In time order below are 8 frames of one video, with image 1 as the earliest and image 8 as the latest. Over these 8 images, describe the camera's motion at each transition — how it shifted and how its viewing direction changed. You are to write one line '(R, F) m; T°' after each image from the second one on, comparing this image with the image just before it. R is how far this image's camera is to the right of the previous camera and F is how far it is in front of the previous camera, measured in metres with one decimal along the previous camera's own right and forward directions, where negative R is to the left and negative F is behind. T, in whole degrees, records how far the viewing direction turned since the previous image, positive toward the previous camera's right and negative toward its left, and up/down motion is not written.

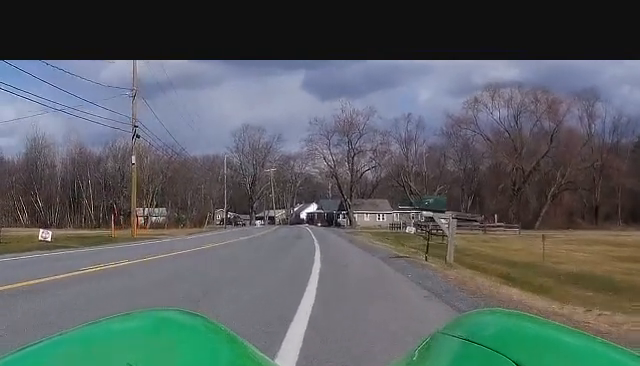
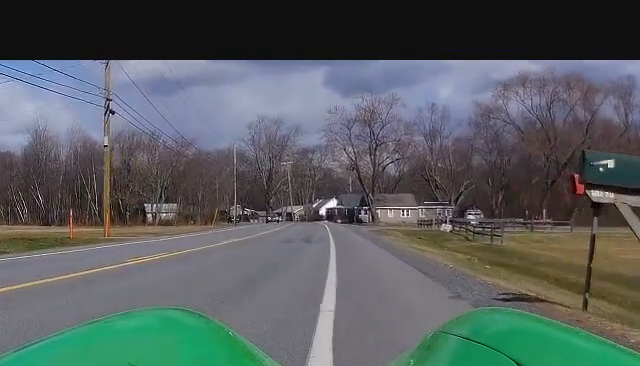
(-0.1, +10.3) m; 0°
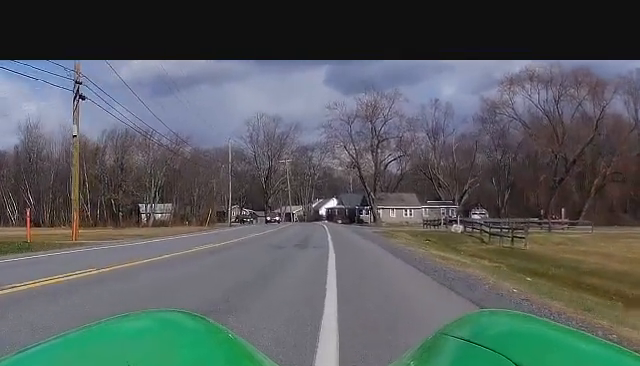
(0.0, +5.1) m; 0°
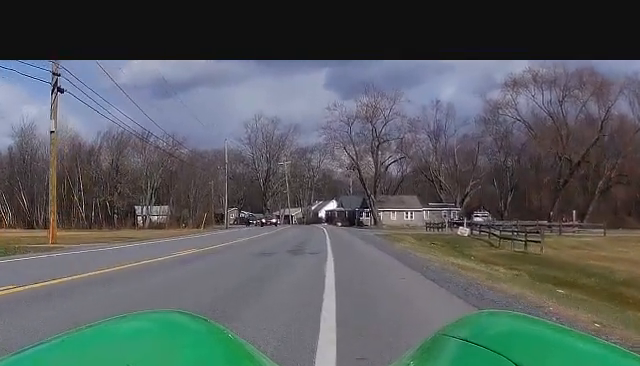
(0.0, +2.9) m; +1°
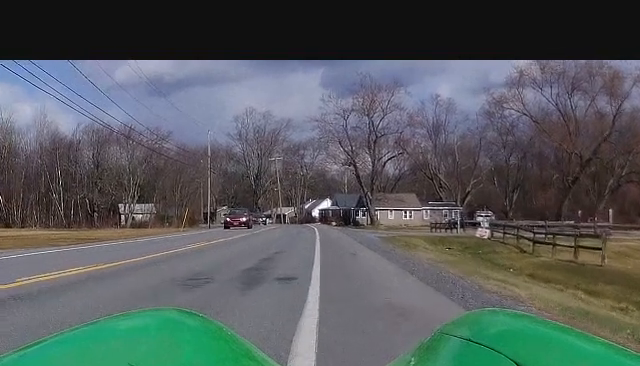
(+0.3, +8.5) m; 0°
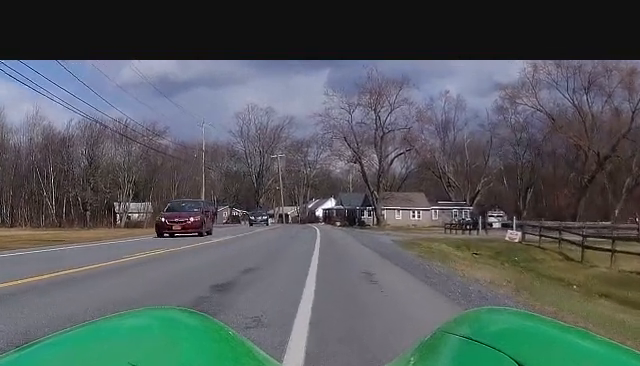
(-0.2, +6.3) m; -3°
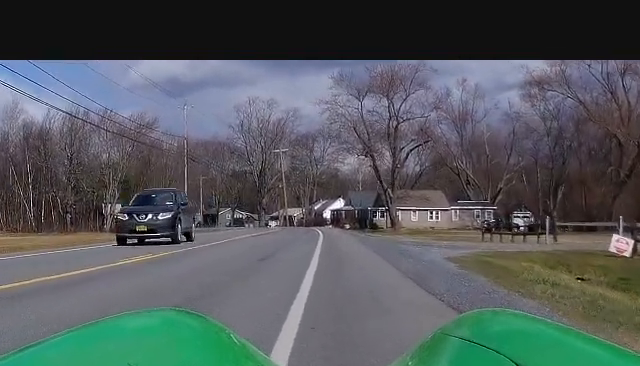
(0.0, +13.1) m; +2°
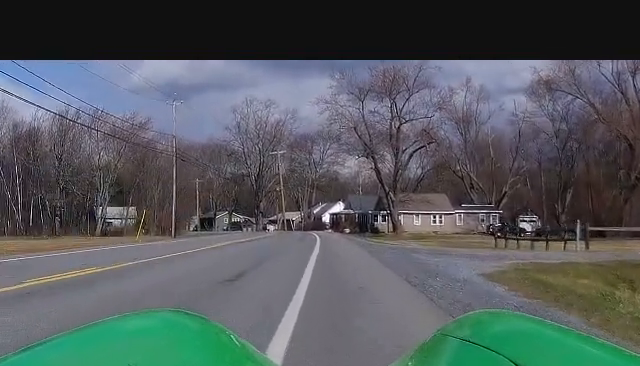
(0.0, +4.4) m; 0°
